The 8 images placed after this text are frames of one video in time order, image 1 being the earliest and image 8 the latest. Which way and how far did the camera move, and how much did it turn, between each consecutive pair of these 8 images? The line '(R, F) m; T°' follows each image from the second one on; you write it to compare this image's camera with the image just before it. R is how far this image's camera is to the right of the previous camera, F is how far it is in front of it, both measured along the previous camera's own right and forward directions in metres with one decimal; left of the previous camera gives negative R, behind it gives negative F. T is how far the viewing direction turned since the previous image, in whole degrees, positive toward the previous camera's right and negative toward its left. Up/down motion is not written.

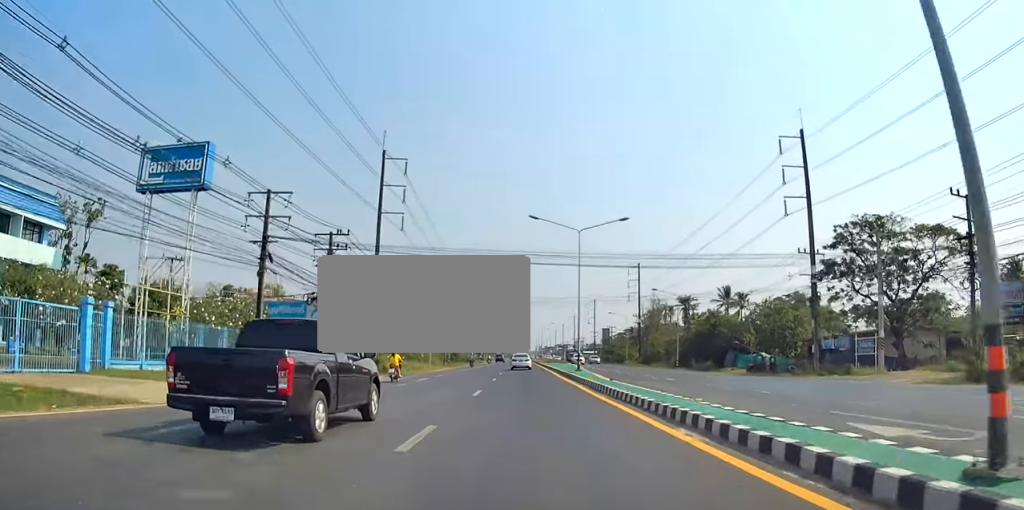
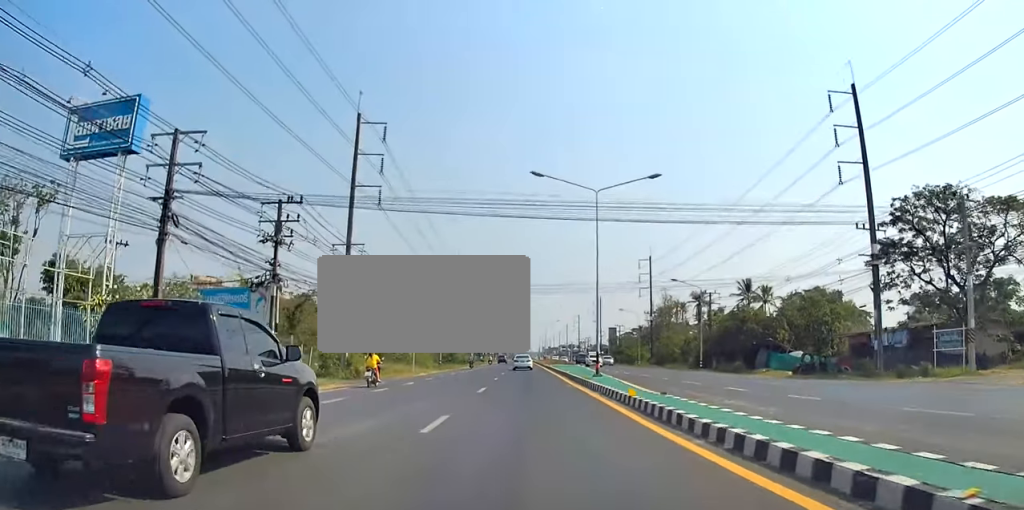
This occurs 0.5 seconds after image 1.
(+0.1, +9.3) m; -1°
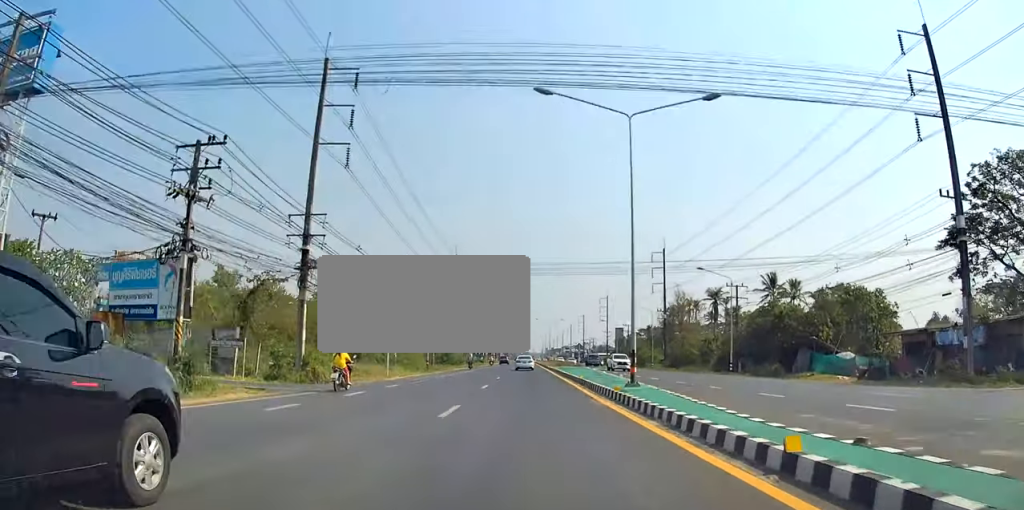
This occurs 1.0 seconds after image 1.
(-0.1, +9.9) m; 0°
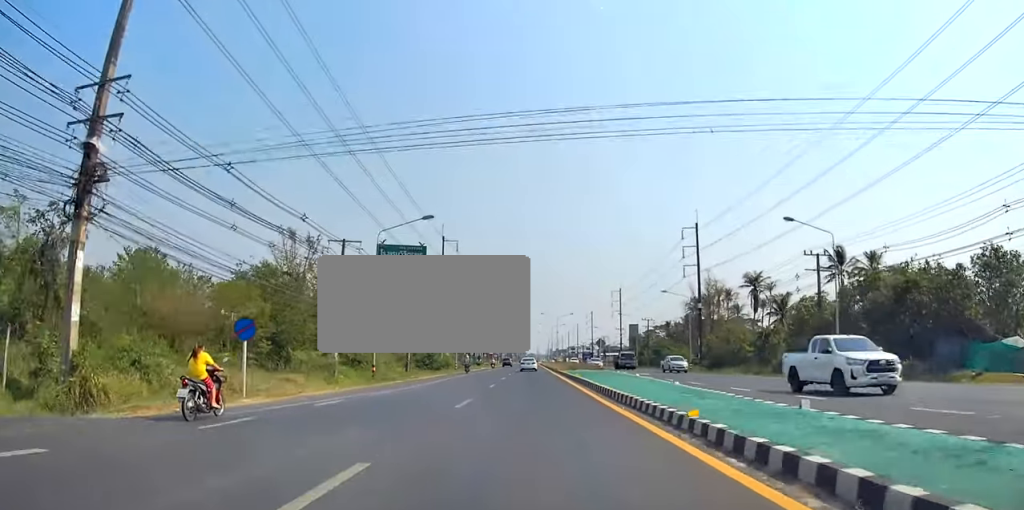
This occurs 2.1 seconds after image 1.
(-0.2, +21.2) m; 0°
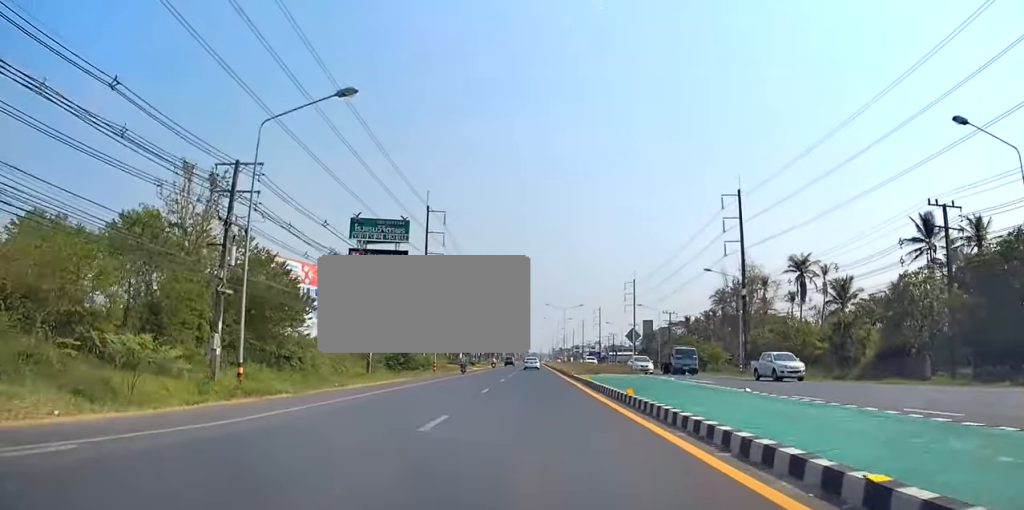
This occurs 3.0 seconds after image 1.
(+0.3, +16.4) m; +1°
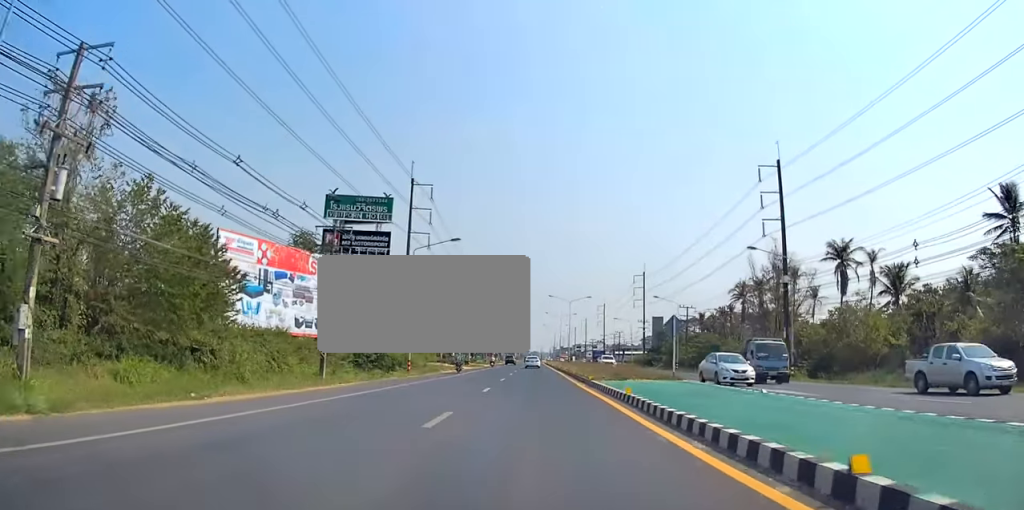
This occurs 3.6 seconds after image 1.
(0.0, +11.9) m; 0°
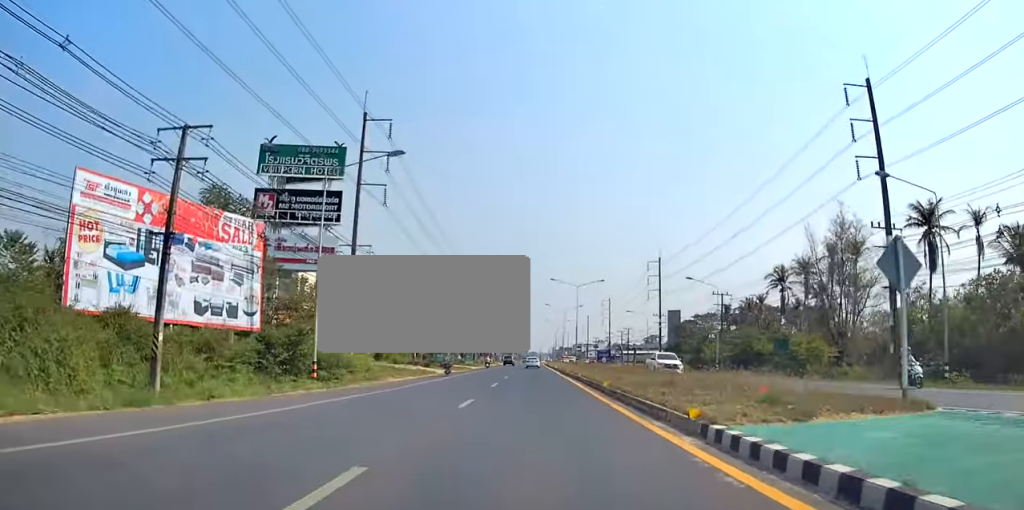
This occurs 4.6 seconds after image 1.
(-0.1, +19.2) m; 0°
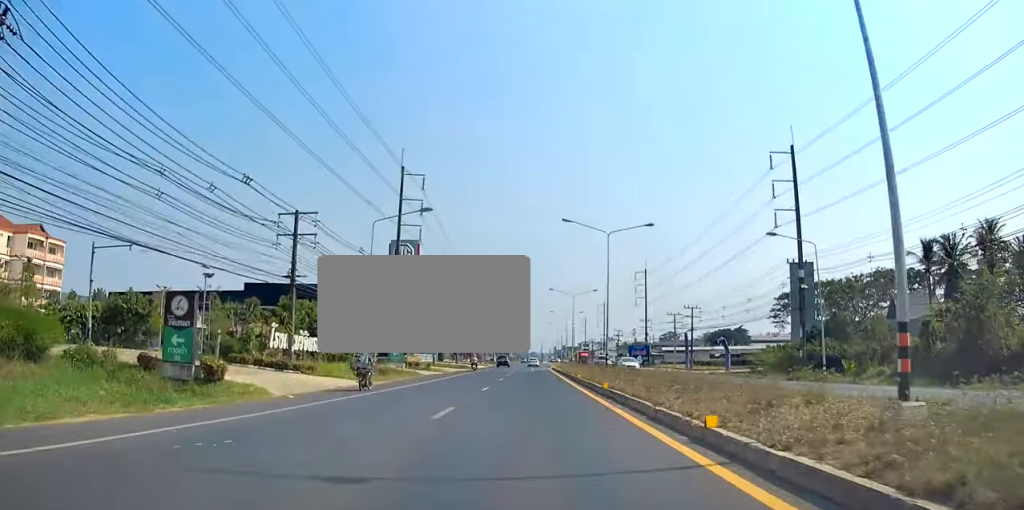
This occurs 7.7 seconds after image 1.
(+0.8, +62.9) m; 0°
